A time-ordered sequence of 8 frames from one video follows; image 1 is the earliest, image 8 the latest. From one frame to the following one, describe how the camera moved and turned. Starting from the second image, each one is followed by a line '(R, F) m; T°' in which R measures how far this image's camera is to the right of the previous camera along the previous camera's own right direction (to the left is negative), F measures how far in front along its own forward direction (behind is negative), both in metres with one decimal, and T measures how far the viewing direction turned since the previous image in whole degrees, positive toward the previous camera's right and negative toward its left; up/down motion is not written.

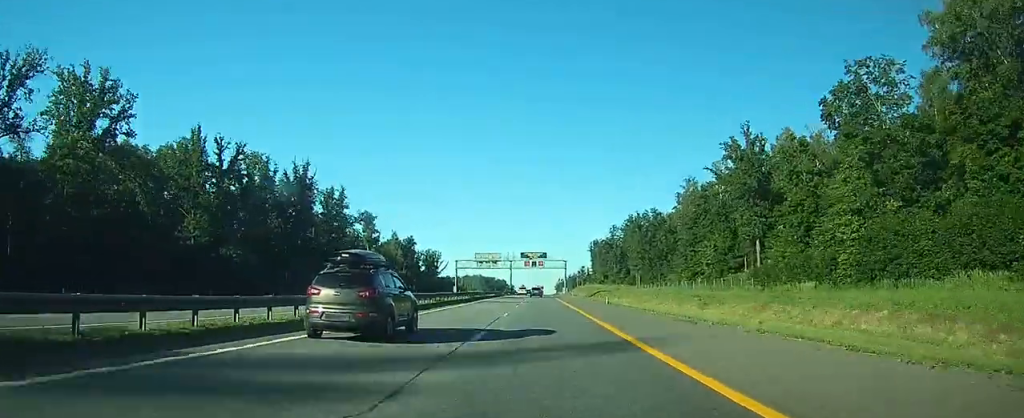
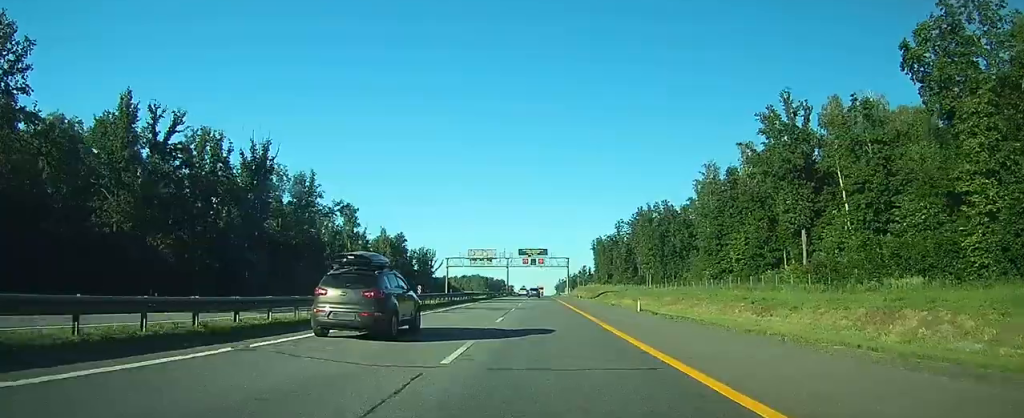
(0.0, +16.0) m; 0°
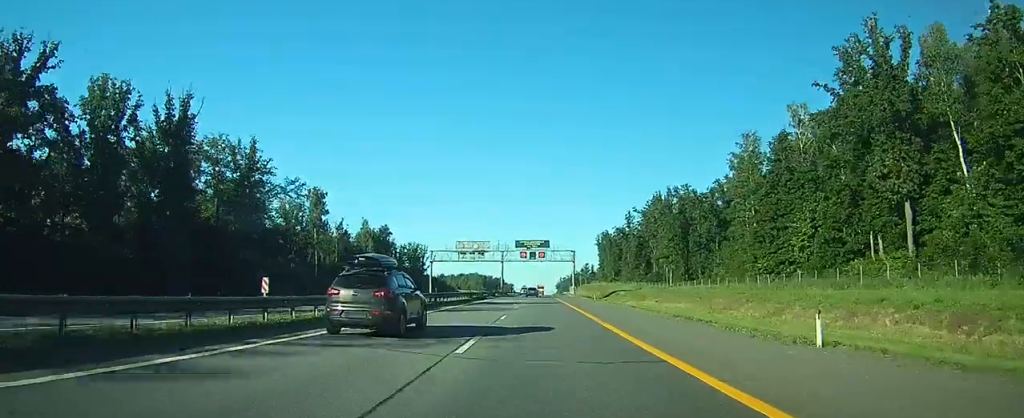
(0.0, +22.3) m; 0°
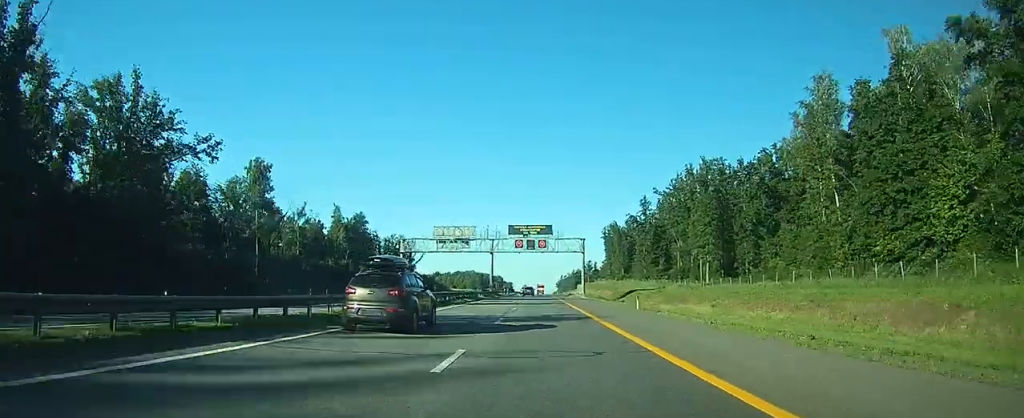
(0.0, +26.5) m; 0°
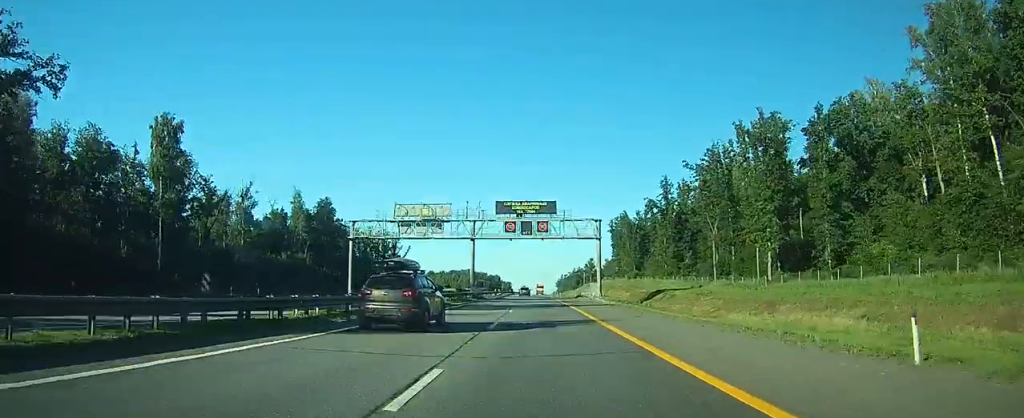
(0.0, +26.5) m; 0°
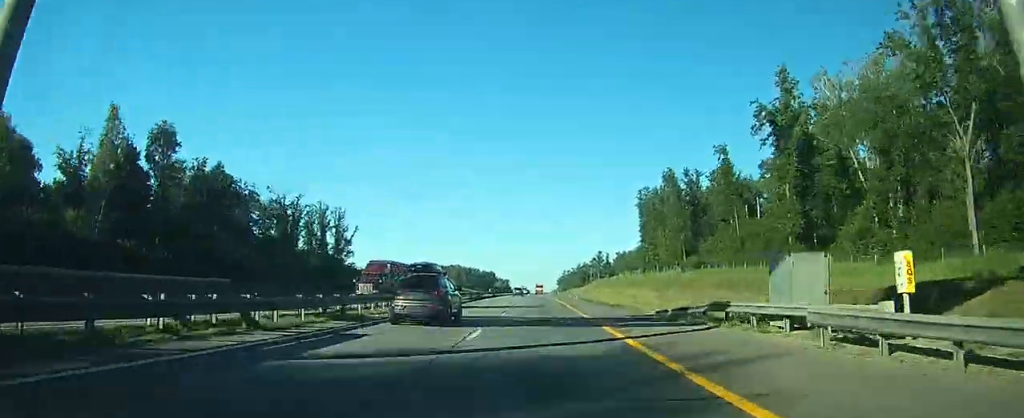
(+0.1, +63.7) m; 0°
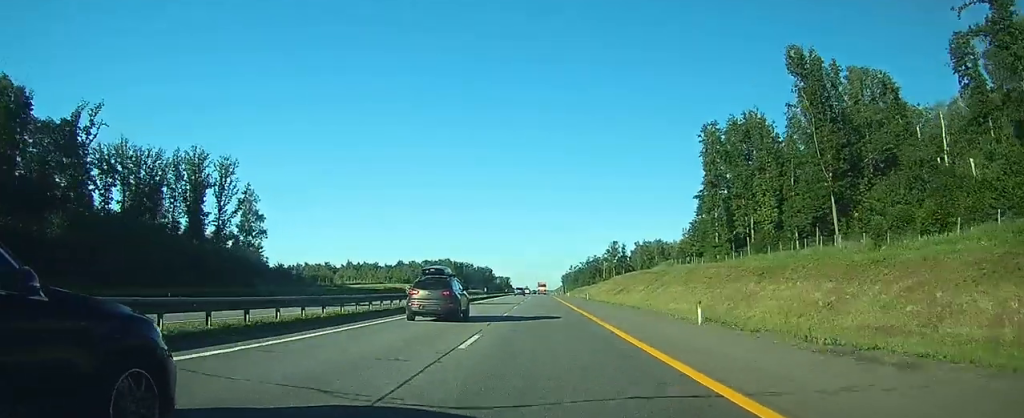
(0.0, +61.8) m; 0°
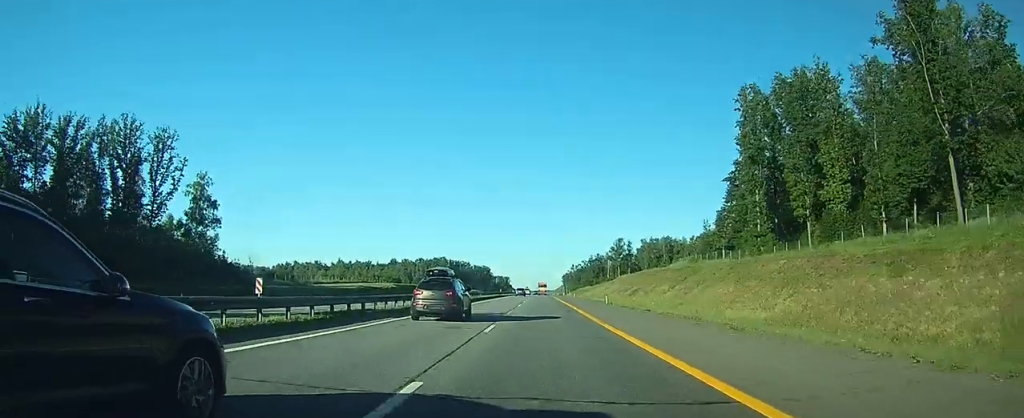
(0.0, +19.2) m; 0°
